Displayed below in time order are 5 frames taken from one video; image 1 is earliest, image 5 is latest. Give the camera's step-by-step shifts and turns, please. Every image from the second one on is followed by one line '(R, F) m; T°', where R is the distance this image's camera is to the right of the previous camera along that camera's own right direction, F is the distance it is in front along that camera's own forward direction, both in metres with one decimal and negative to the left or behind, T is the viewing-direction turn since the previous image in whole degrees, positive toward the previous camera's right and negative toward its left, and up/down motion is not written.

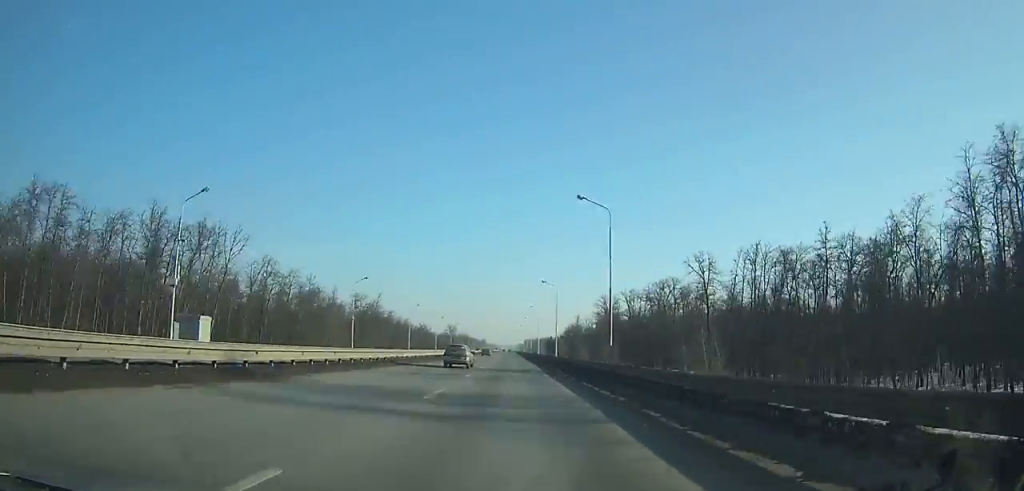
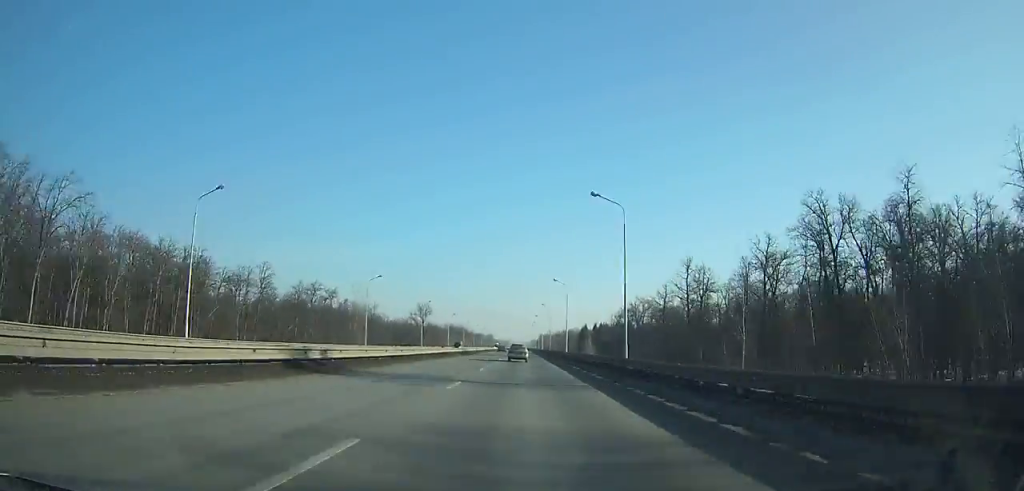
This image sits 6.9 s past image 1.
(-2.1, +176.6) m; -1°
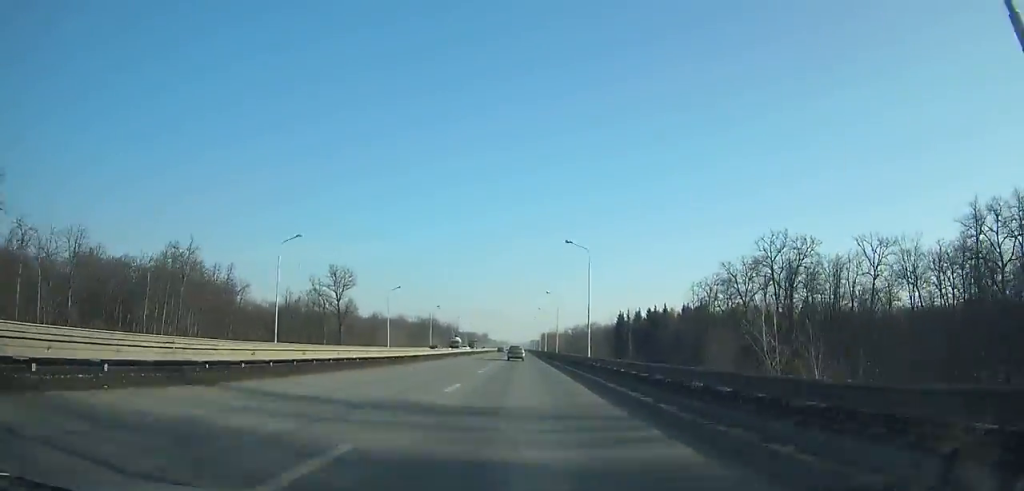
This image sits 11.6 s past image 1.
(+0.3, +118.8) m; 0°
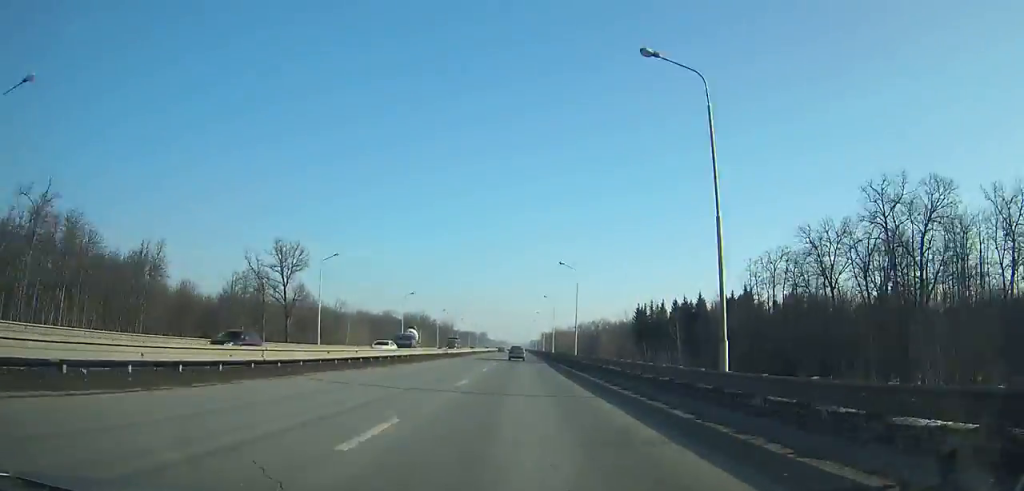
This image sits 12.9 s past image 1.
(0.0, +32.8) m; 0°
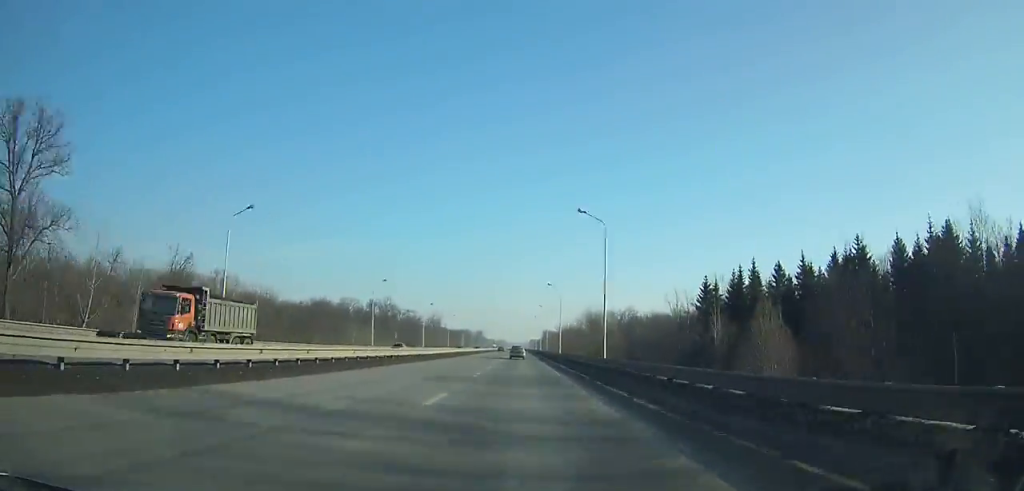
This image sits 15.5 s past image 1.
(0.0, +65.3) m; 0°
